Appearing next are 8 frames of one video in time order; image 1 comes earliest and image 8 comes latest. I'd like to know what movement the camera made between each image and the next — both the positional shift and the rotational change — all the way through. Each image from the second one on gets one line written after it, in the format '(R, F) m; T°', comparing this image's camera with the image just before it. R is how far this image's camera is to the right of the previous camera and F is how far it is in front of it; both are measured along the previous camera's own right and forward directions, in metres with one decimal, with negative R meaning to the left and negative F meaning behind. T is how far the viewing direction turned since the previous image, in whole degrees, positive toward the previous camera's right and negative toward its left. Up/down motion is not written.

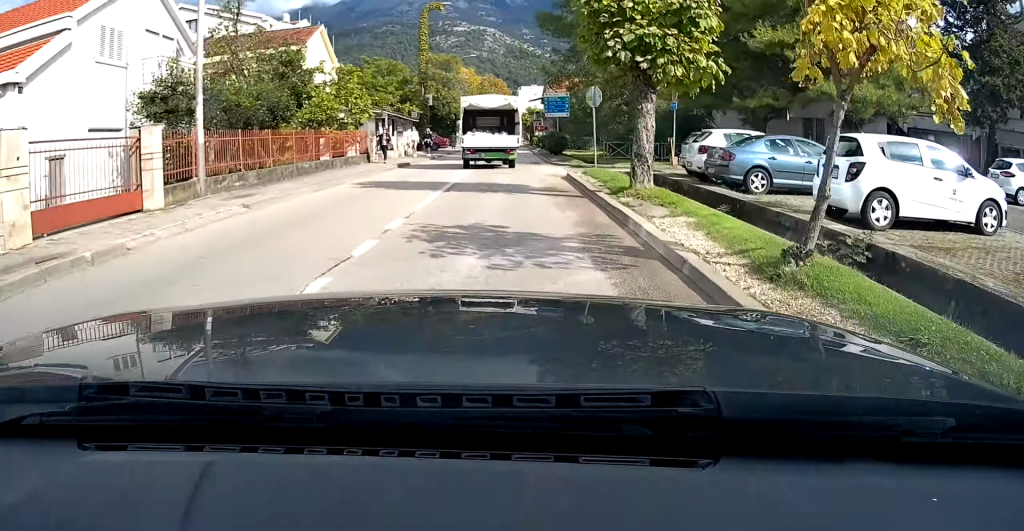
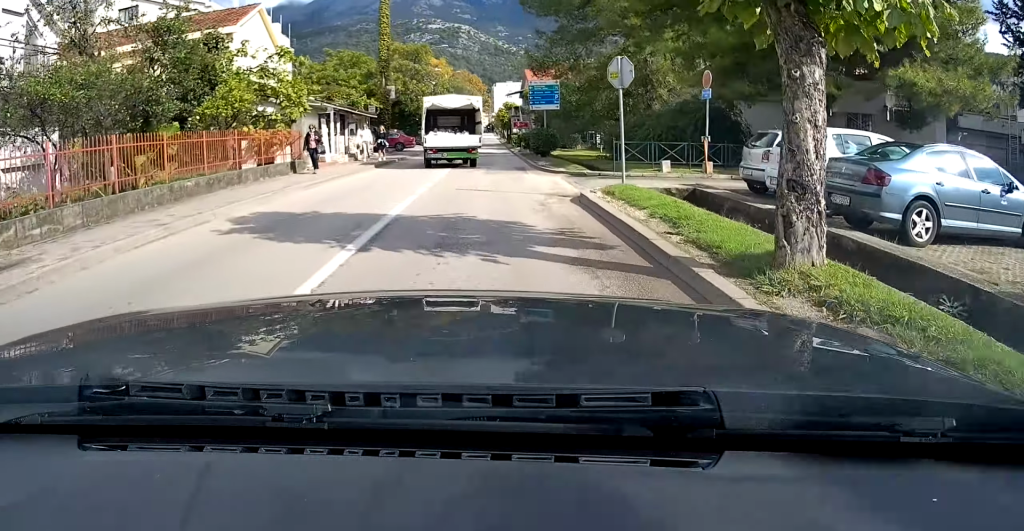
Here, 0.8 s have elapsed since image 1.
(-0.1, +6.1) m; -1°
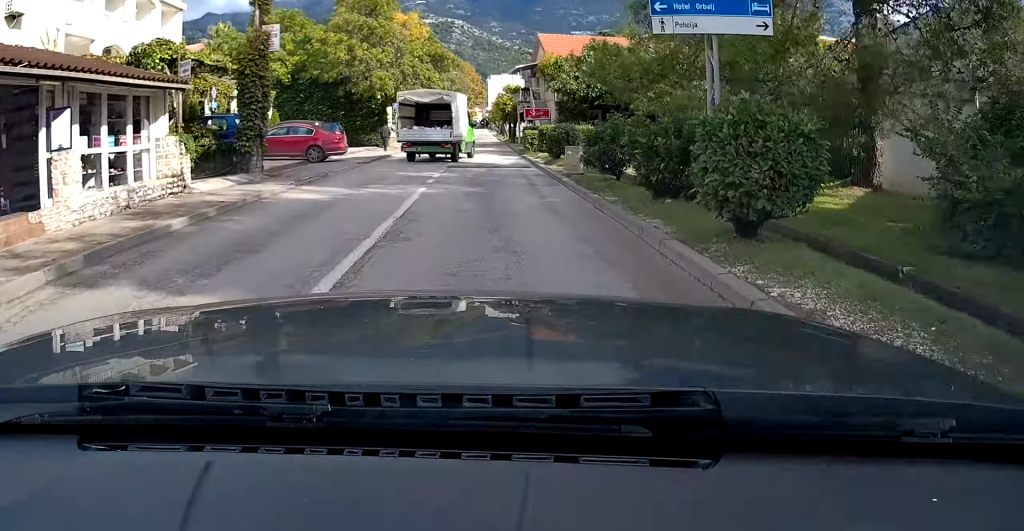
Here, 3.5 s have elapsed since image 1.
(+0.6, +22.0) m; +1°
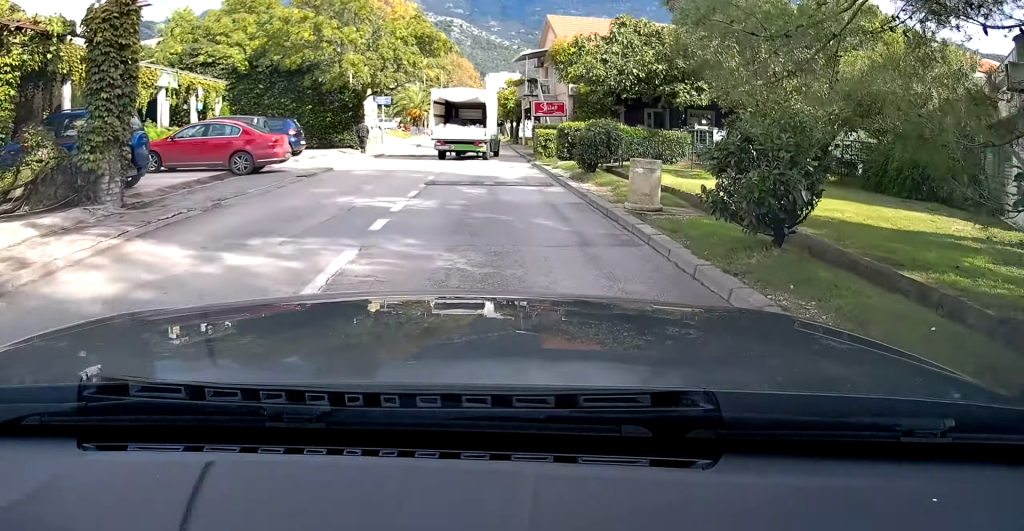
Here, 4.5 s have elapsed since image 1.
(0.0, +7.7) m; 0°
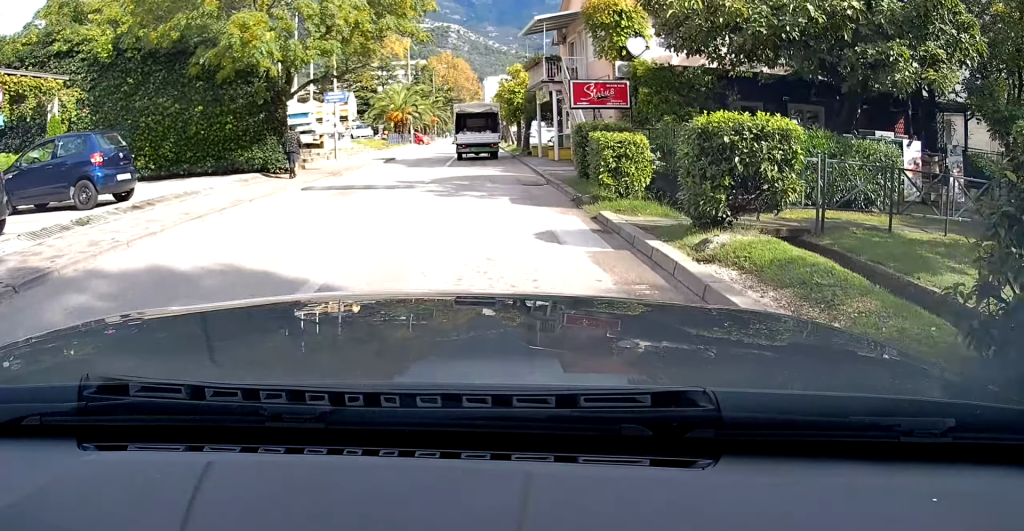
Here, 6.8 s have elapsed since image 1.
(+0.1, +15.7) m; +1°
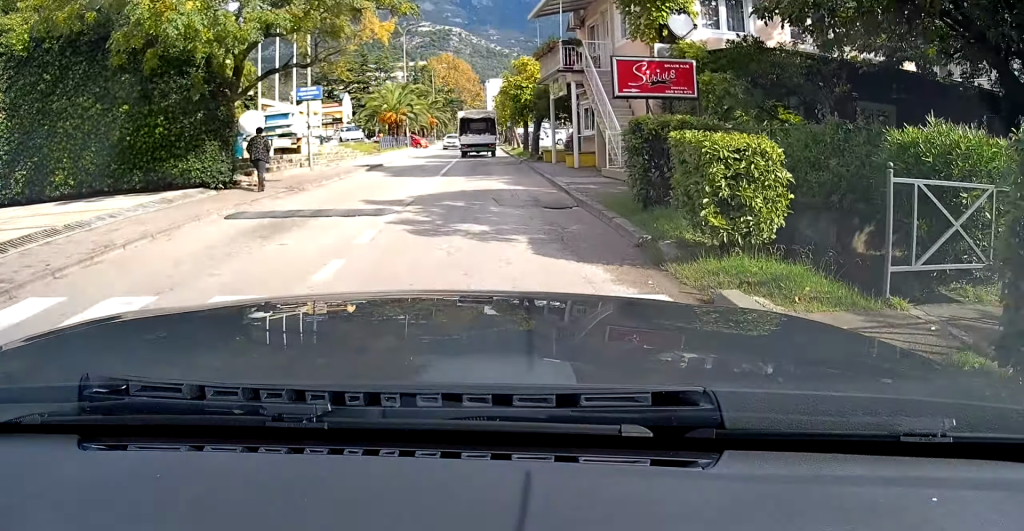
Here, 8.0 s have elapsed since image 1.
(+0.1, +7.5) m; 0°
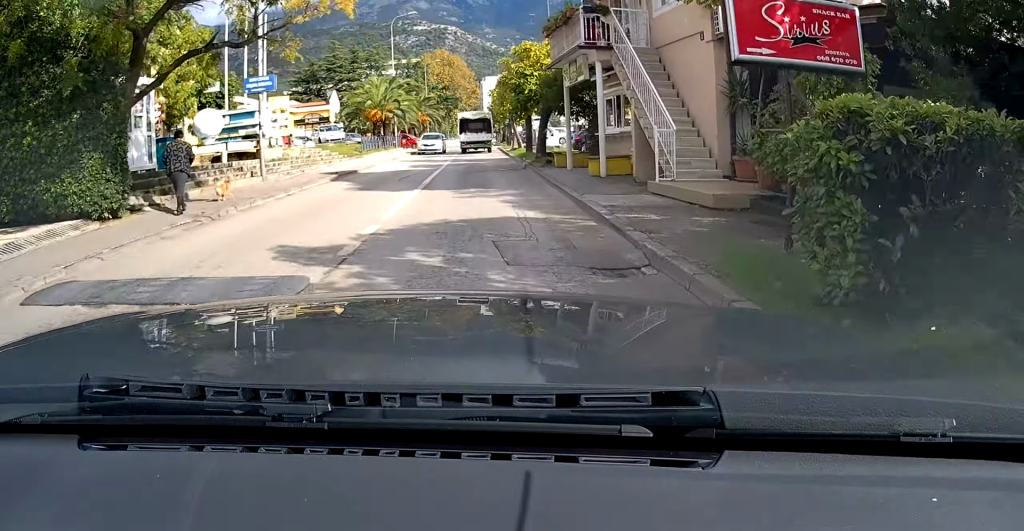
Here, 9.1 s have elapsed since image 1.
(0.0, +7.0) m; 0°
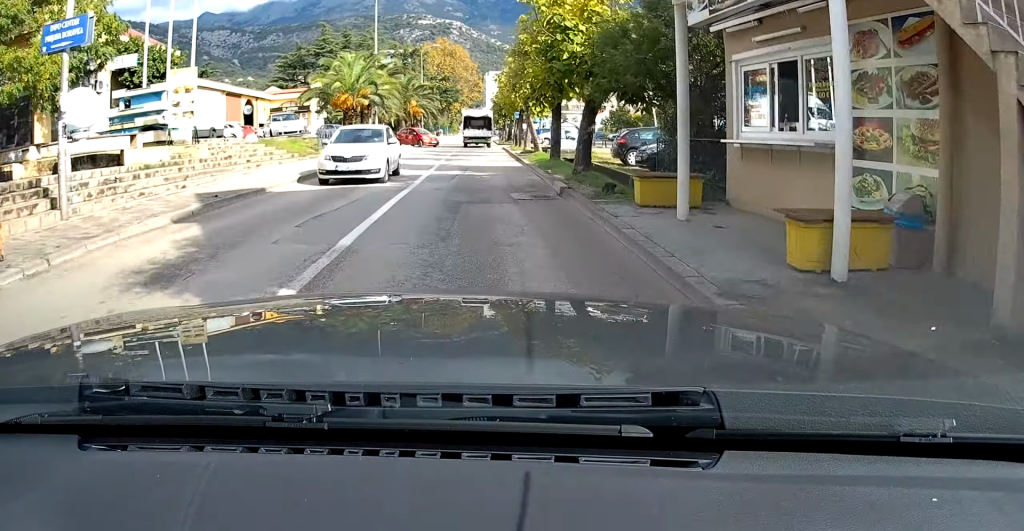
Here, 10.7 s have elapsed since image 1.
(0.0, +10.5) m; -1°
